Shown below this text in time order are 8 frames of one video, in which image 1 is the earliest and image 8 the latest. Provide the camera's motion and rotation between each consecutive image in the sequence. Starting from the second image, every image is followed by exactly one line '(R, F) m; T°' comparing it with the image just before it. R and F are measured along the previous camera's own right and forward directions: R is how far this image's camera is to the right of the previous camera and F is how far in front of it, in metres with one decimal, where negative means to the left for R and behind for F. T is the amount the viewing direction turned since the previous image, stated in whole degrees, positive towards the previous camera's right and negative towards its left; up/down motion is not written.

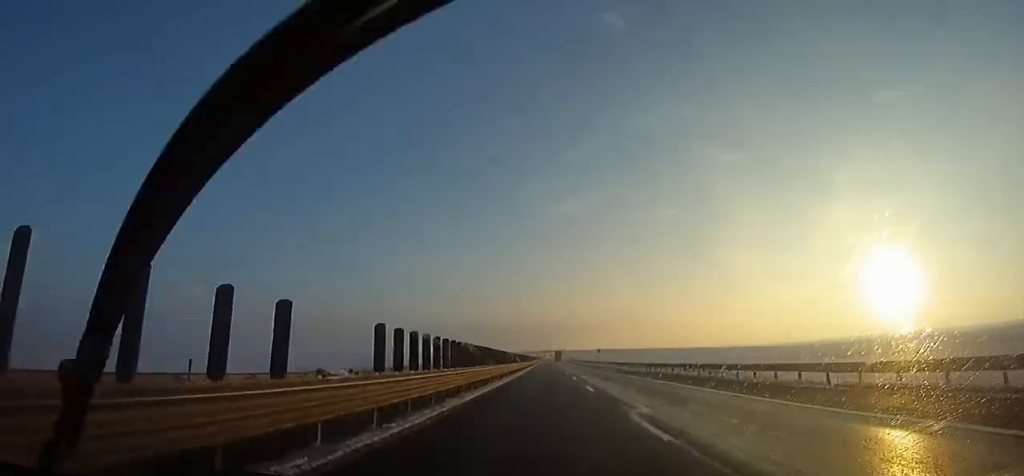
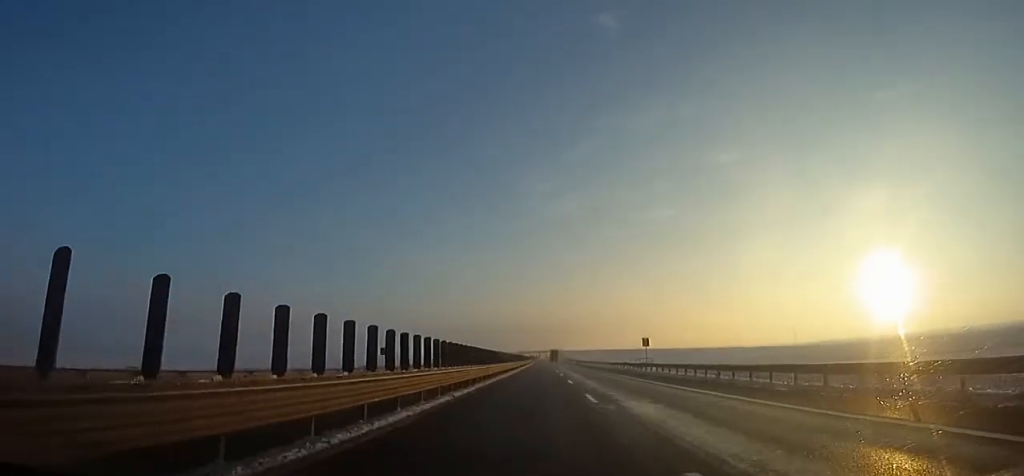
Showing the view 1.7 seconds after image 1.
(-0.9, +53.6) m; 0°
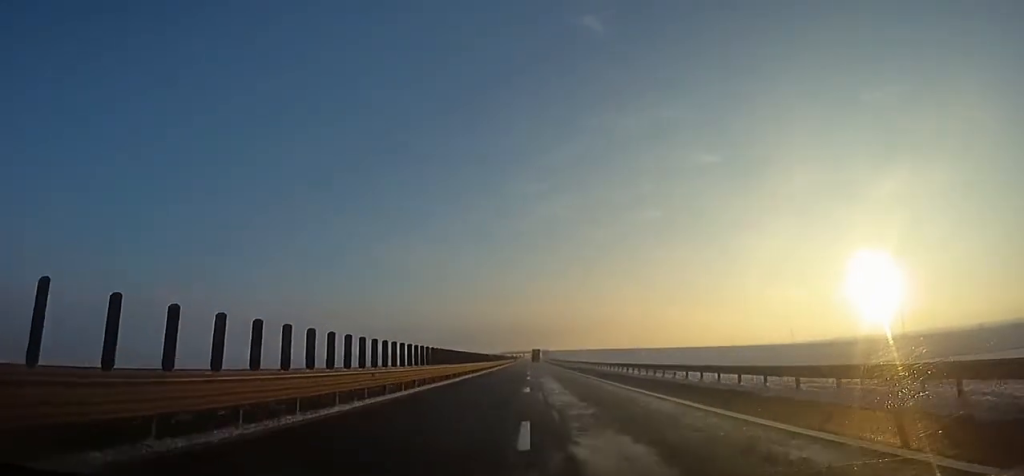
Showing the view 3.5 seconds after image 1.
(+0.9, +55.6) m; 0°
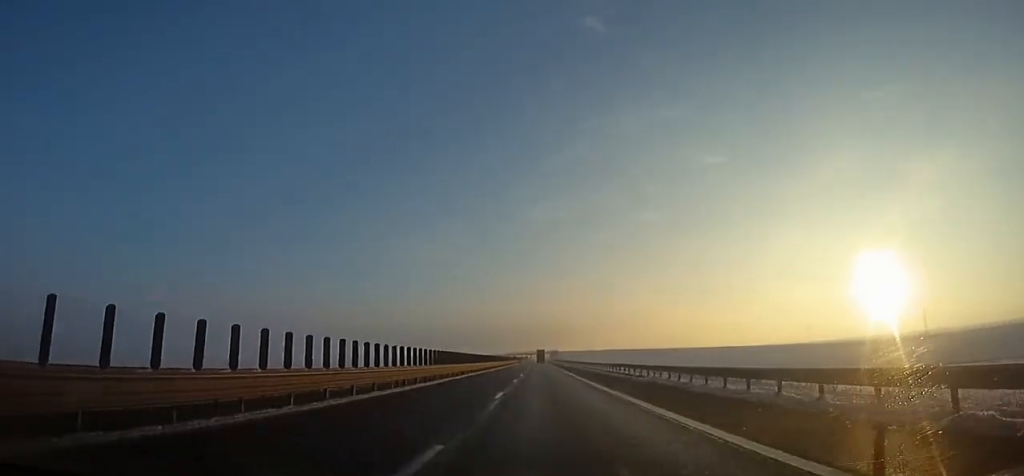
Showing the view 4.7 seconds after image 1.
(-0.5, +38.8) m; 0°
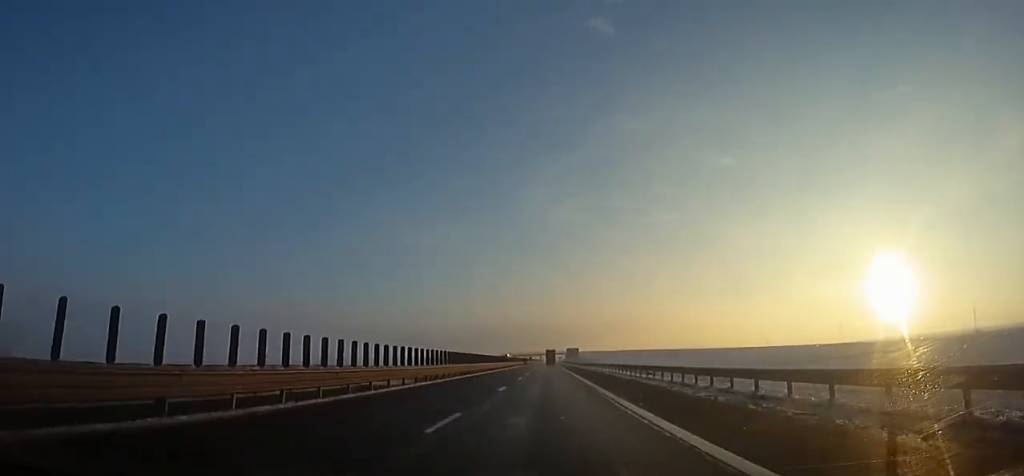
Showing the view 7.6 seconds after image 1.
(+0.5, +92.3) m; 0°
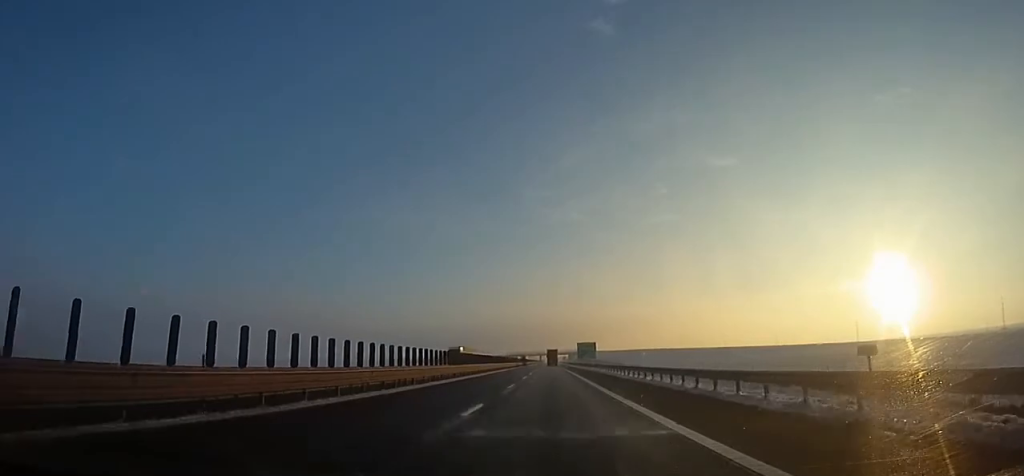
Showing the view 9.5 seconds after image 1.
(-1.0, +57.5) m; -1°
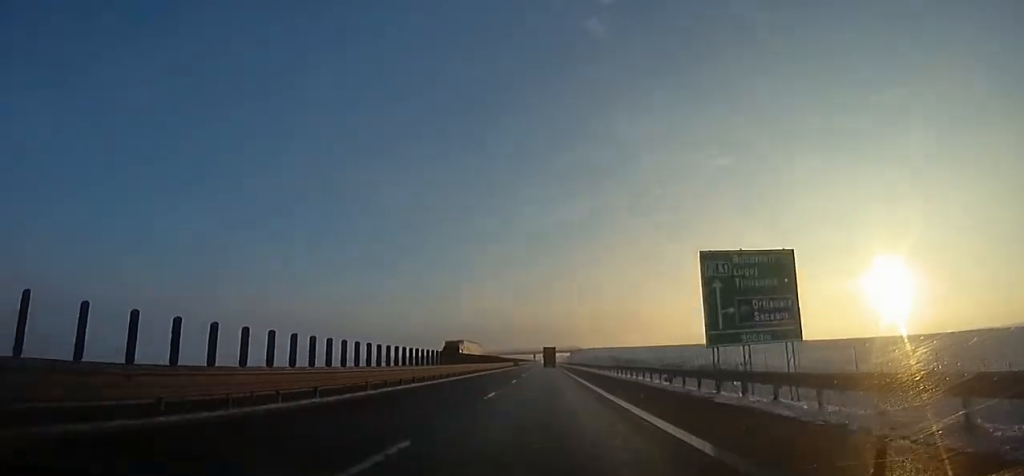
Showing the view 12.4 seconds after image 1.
(-0.1, +90.4) m; 0°
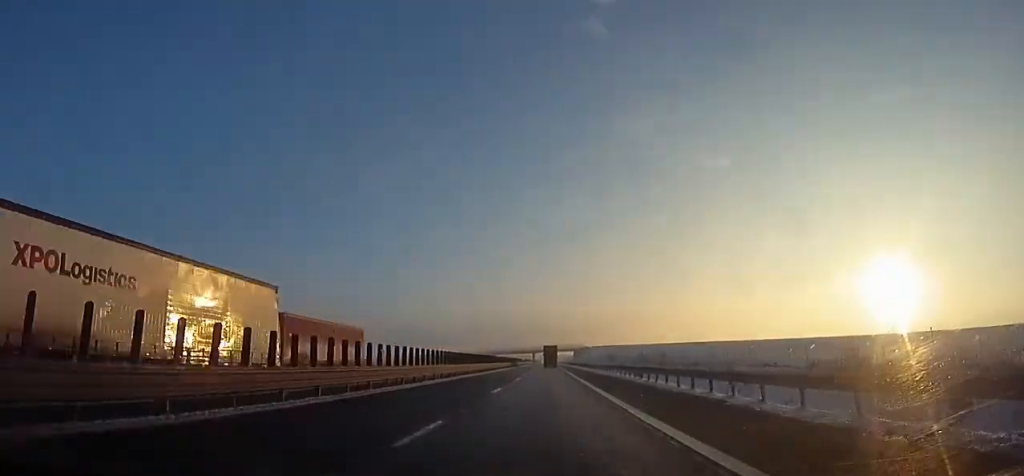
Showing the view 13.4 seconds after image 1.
(0.0, +33.1) m; 0°
